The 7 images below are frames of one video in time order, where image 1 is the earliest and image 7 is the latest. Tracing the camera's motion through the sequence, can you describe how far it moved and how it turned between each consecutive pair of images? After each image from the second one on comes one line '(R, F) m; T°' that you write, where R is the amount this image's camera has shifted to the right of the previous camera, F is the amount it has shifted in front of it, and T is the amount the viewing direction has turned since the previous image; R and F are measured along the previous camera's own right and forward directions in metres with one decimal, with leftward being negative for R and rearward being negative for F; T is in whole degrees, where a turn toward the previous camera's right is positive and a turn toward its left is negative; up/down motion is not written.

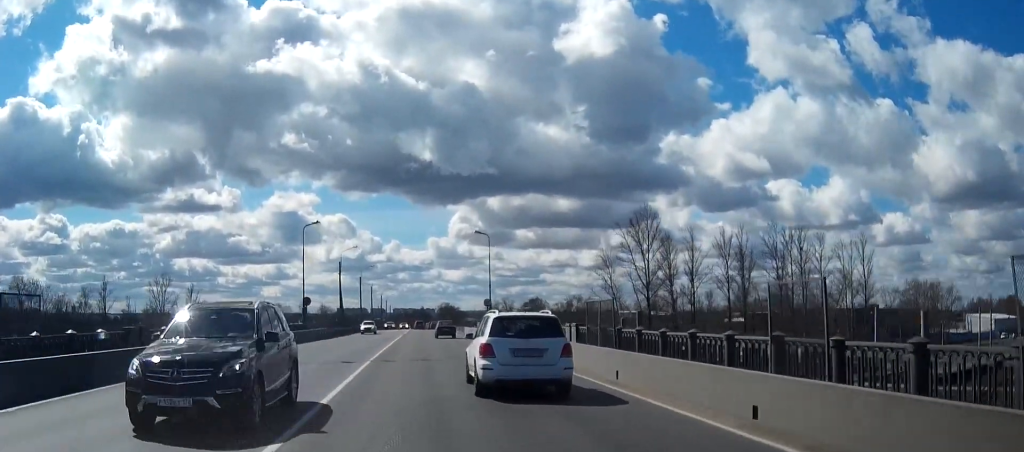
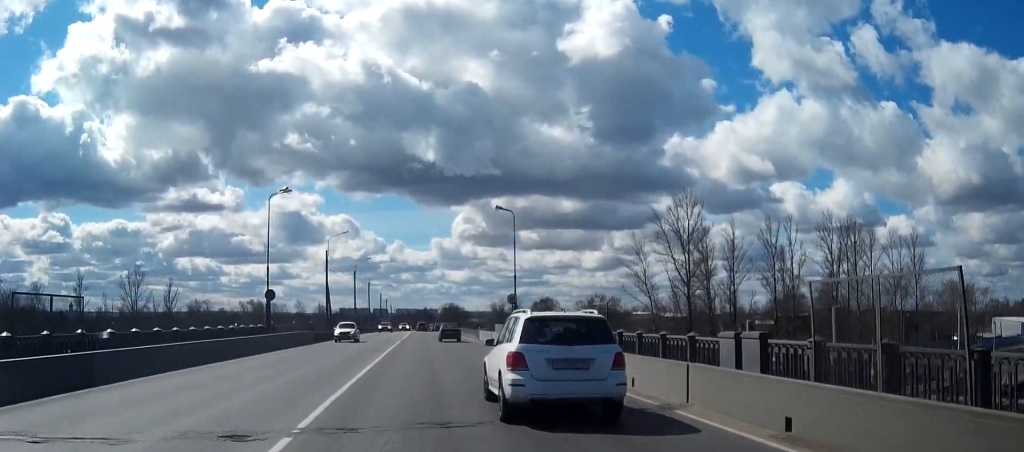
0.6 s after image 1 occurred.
(0.0, +16.0) m; 0°
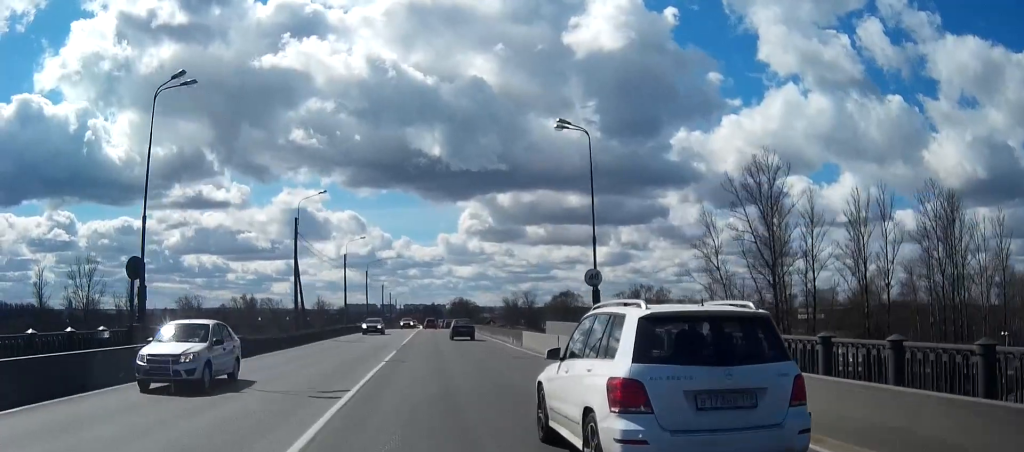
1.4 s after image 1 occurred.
(-0.1, +22.7) m; 0°
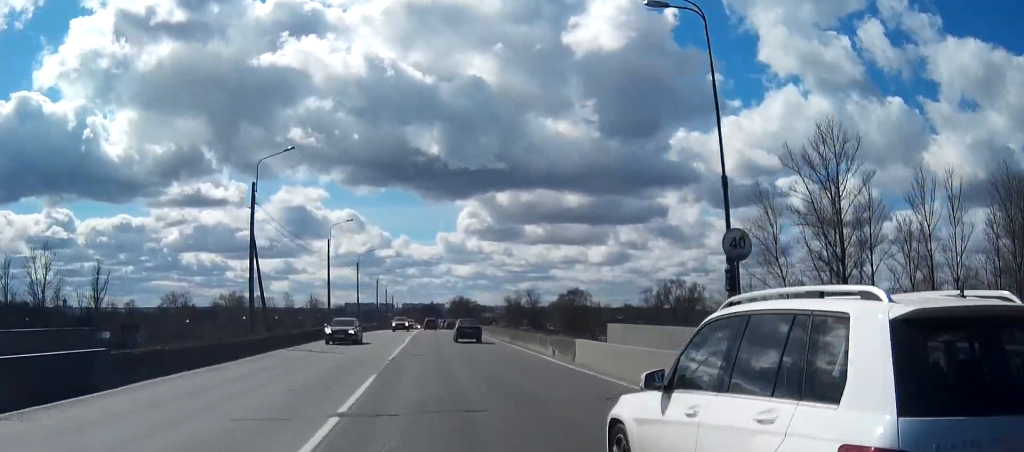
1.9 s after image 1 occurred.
(0.0, +13.9) m; 0°
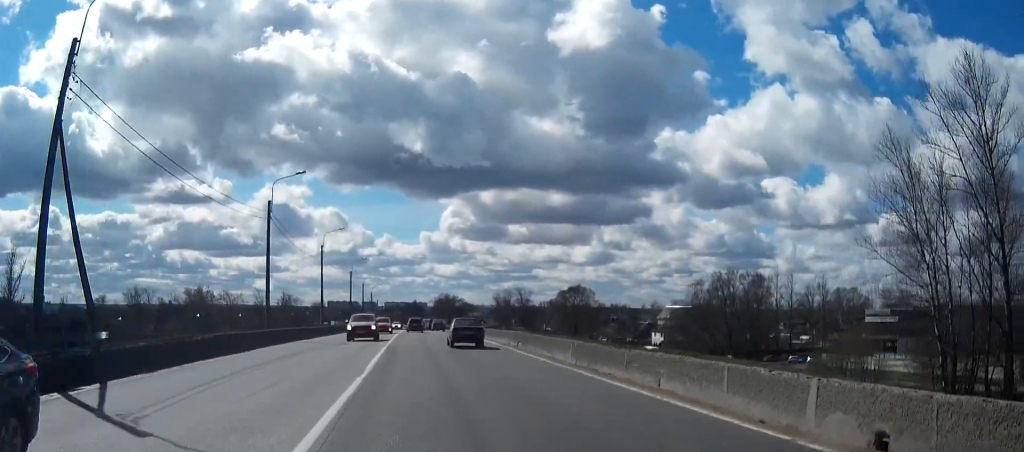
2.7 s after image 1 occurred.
(+0.1, +22.0) m; +1°
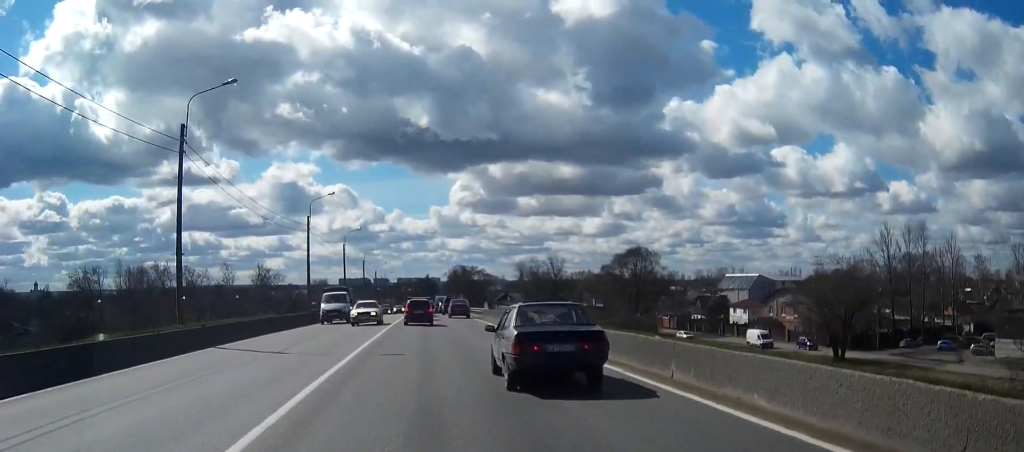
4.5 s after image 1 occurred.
(+0.3, +42.6) m; 0°
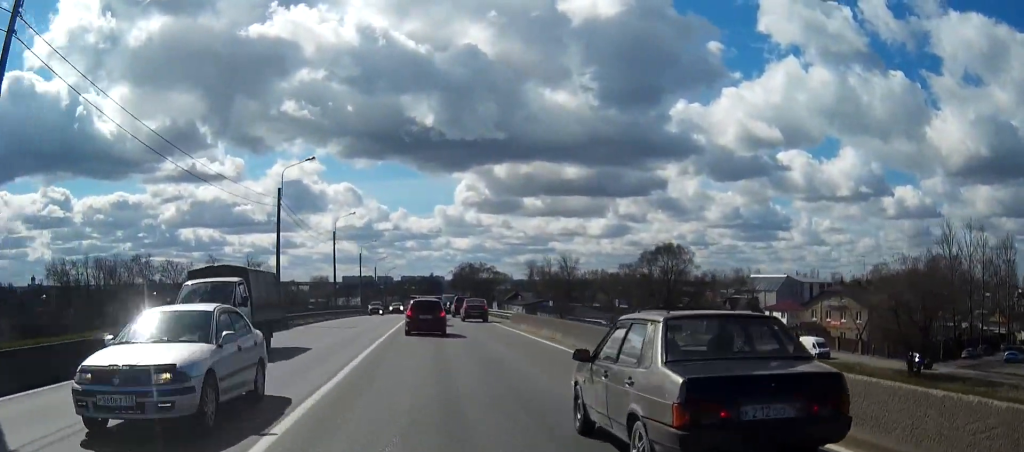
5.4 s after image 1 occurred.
(-0.2, +13.7) m; -1°
